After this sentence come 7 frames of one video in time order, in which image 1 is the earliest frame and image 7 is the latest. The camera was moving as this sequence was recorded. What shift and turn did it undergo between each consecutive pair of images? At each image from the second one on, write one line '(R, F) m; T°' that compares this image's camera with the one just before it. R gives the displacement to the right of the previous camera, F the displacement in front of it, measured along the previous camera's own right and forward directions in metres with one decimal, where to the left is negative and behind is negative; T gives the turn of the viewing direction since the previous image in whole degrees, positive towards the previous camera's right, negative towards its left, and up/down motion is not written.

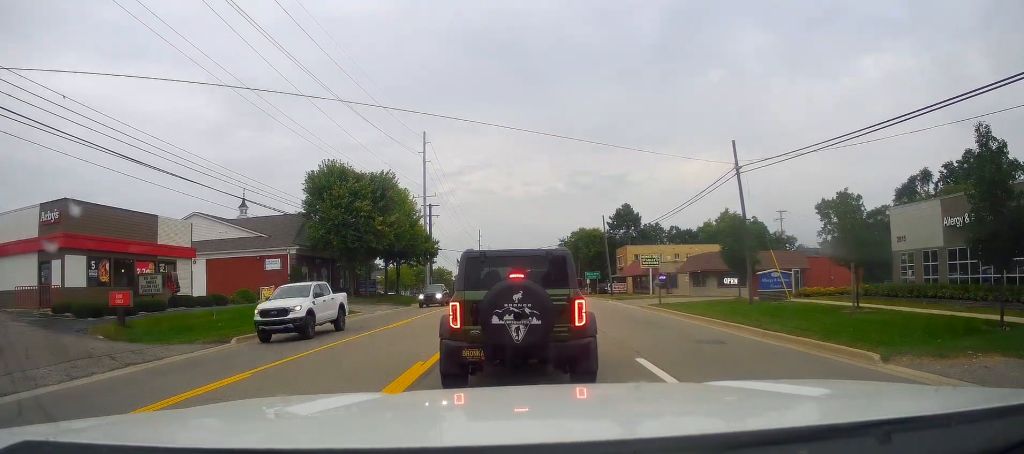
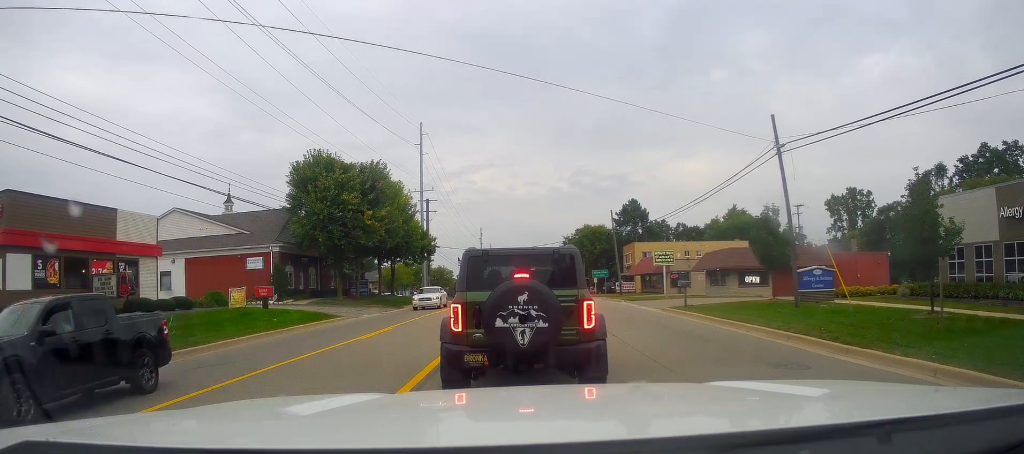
(0.0, +7.2) m; 0°
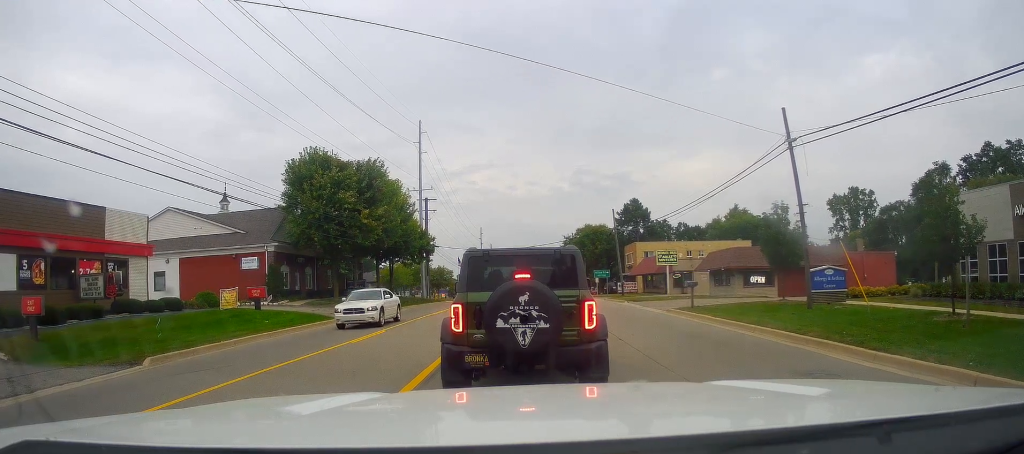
(0.0, +1.5) m; 0°
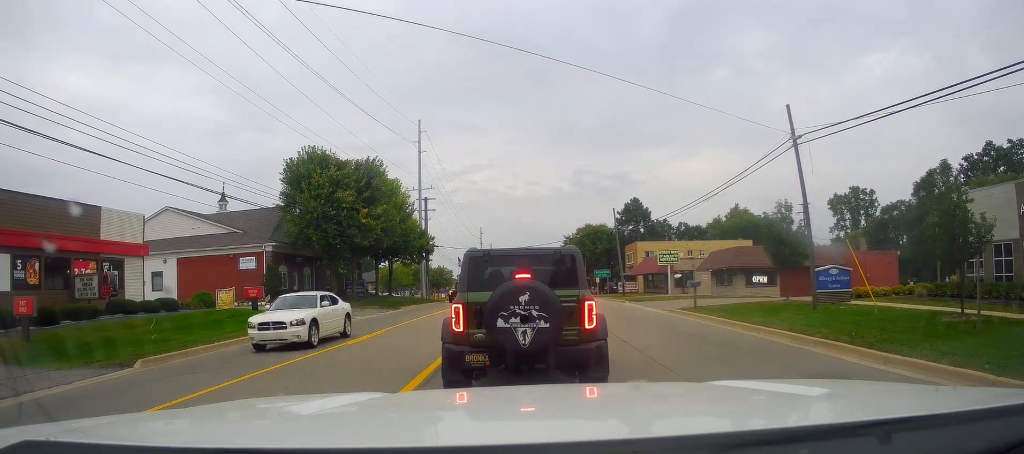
(0.0, +0.4) m; 0°
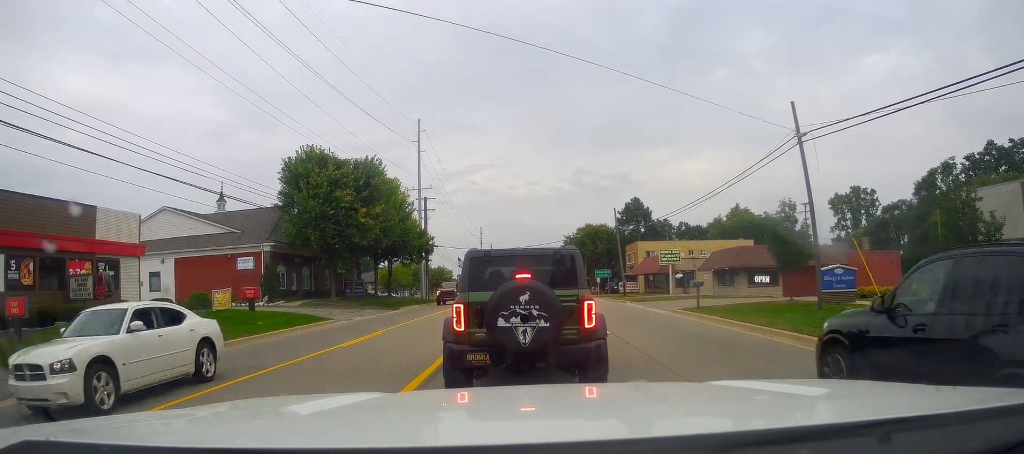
(0.0, +0.3) m; 0°
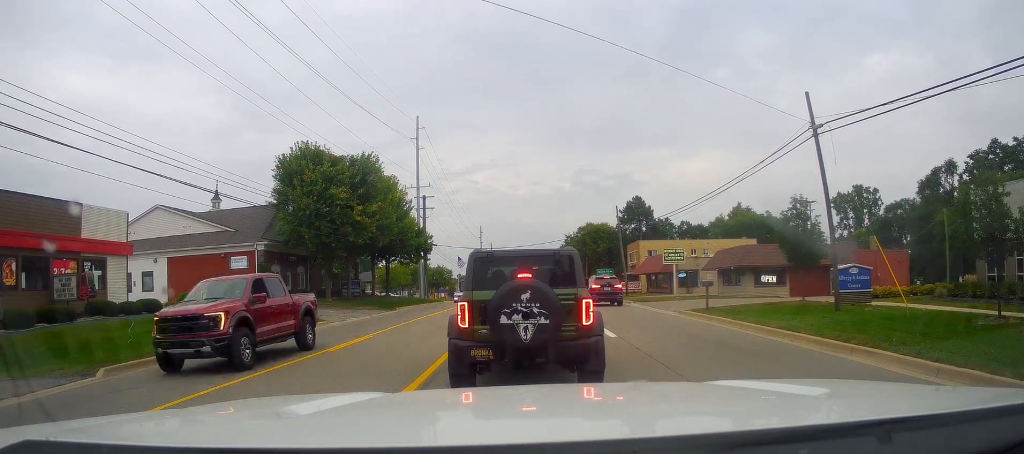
(0.0, +1.3) m; 0°
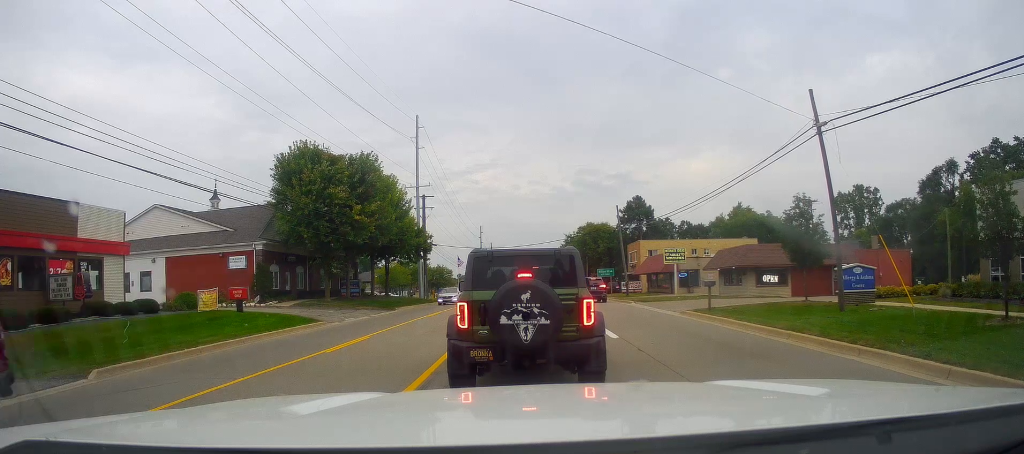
(0.0, 0.0) m; 0°
